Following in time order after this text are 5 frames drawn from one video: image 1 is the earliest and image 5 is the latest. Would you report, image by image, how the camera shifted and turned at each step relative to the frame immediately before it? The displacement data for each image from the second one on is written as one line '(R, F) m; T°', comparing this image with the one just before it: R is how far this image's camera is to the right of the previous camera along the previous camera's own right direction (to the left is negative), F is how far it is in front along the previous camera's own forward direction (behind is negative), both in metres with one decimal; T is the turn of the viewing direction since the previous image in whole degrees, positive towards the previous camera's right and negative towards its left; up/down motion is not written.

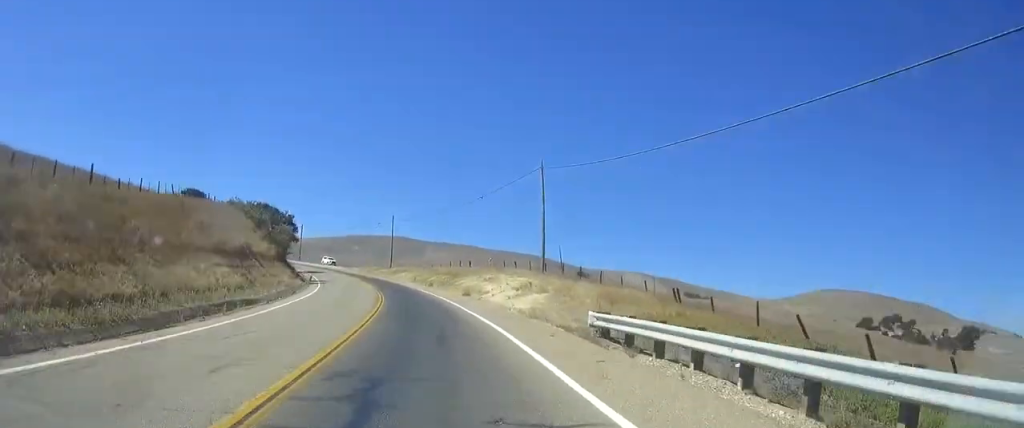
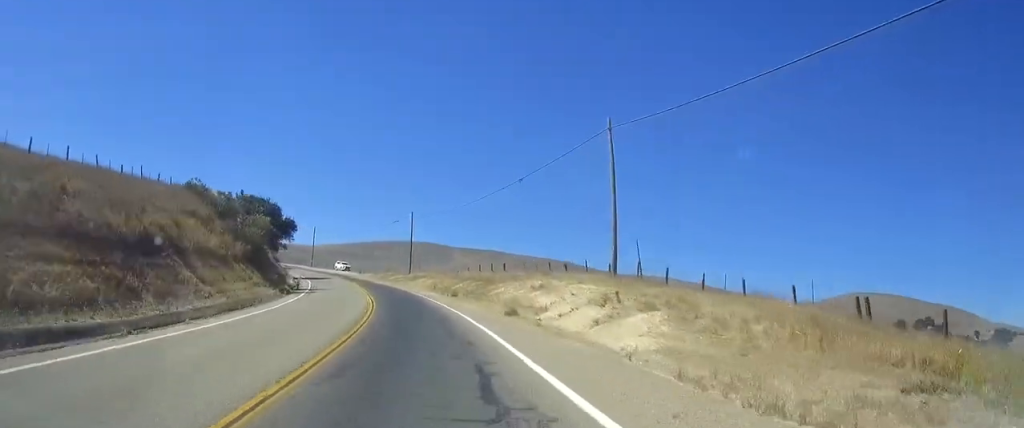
(-0.1, +15.2) m; -7°
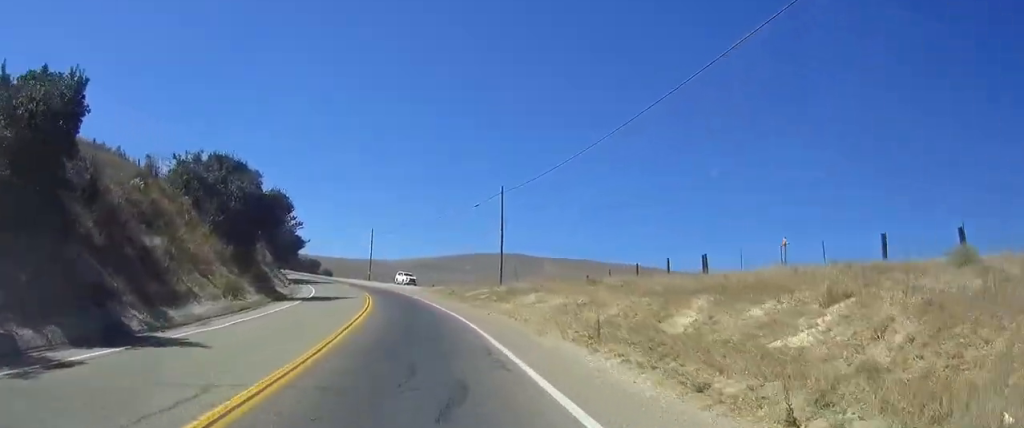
(-5.3, +35.7) m; -11°
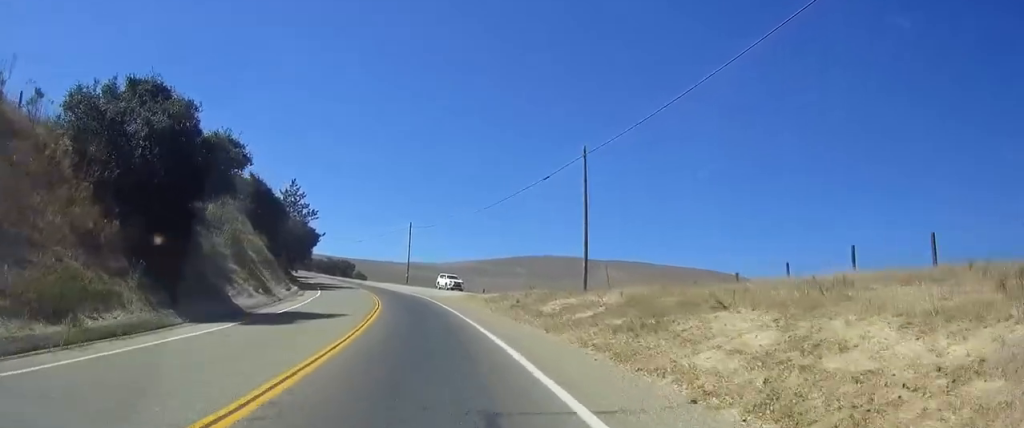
(0.0, +18.4) m; 0°
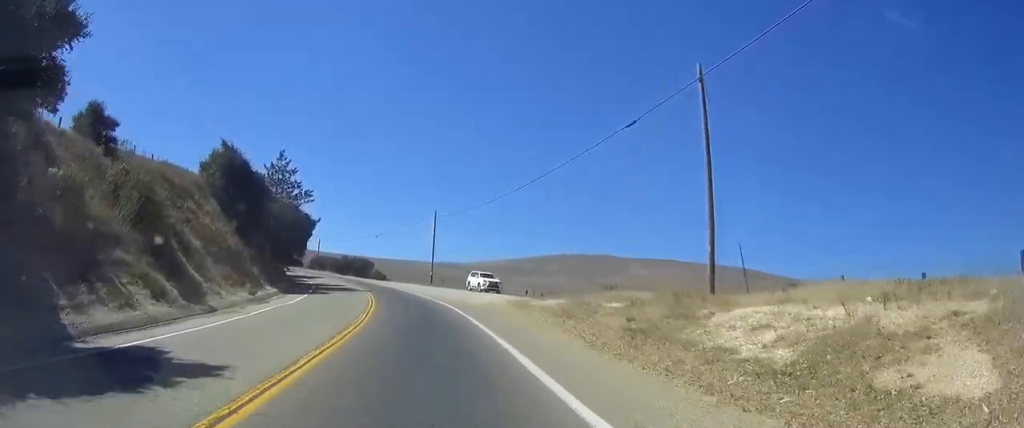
(0.0, +15.7) m; -2°
